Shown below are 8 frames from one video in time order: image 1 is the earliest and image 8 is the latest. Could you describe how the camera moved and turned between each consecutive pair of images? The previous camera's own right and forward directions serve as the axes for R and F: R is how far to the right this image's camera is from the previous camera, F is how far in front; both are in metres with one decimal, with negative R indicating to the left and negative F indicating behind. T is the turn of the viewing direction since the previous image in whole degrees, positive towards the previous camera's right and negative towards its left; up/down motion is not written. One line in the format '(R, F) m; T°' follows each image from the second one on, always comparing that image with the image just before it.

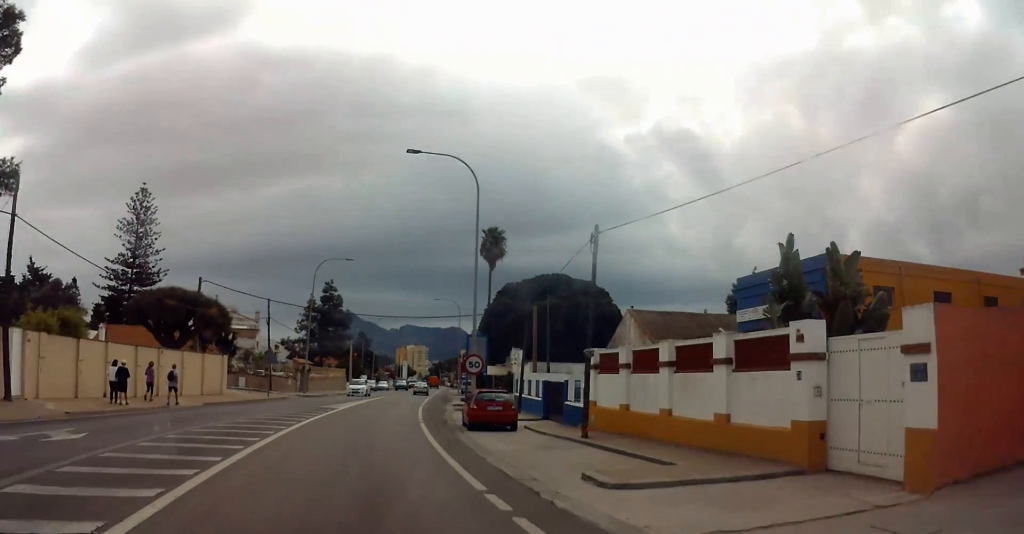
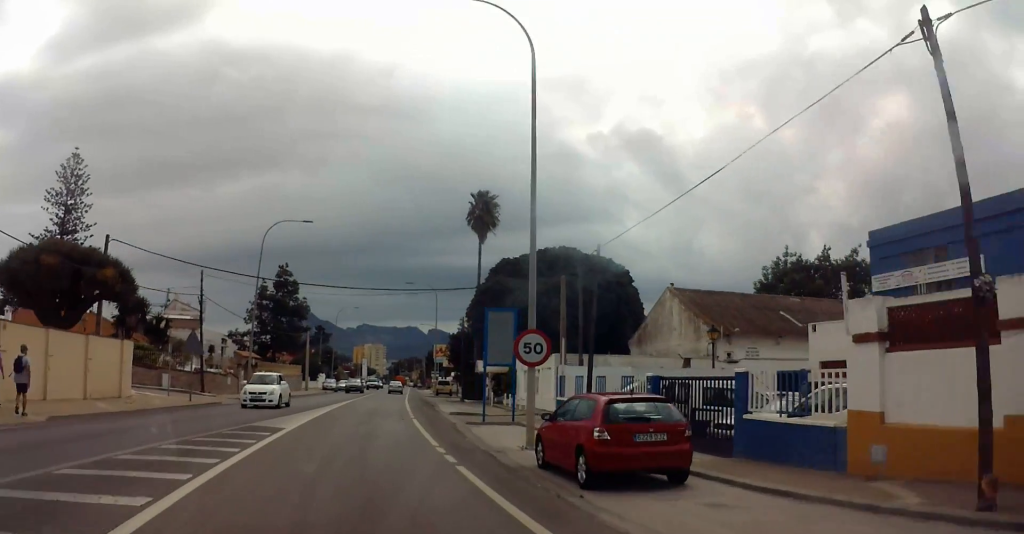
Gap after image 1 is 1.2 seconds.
(+0.5, +13.9) m; +2°
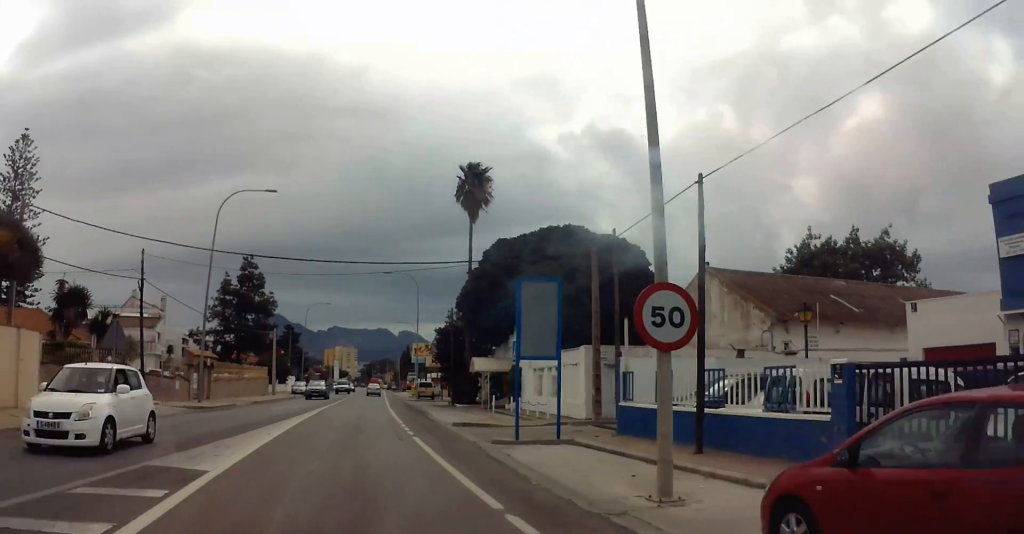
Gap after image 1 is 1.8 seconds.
(0.0, +7.6) m; 0°
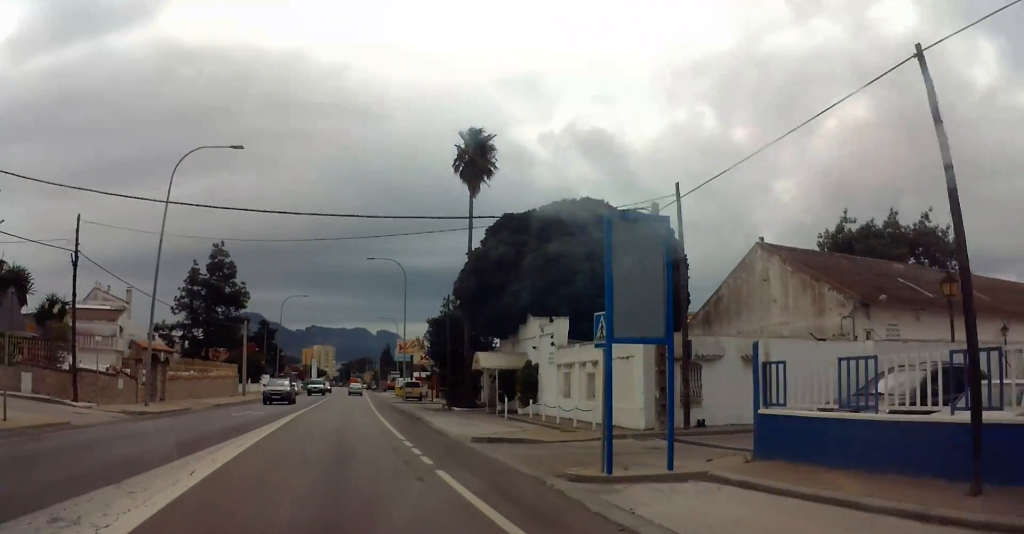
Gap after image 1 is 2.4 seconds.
(+0.1, +7.2) m; -2°
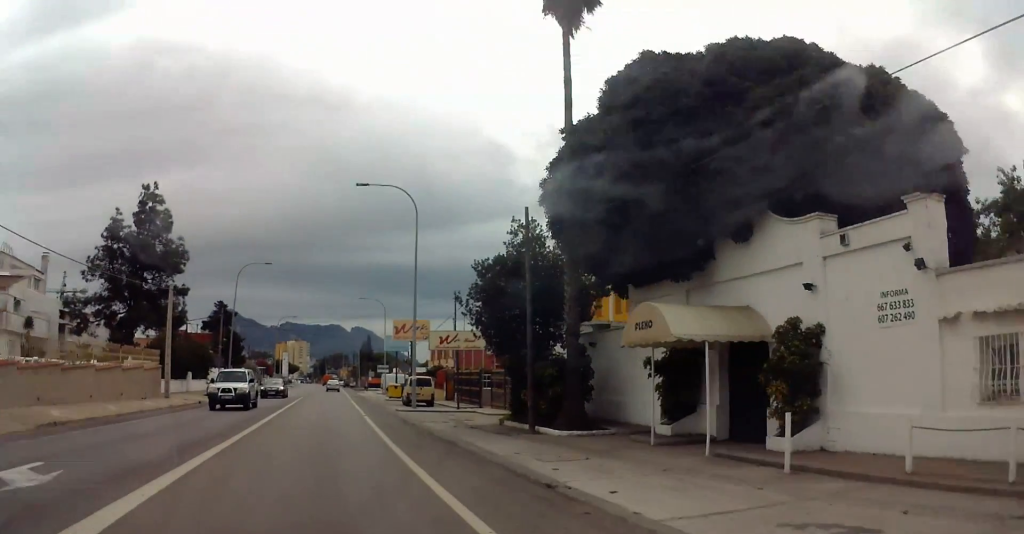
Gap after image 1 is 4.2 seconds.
(+0.2, +21.8) m; +5°
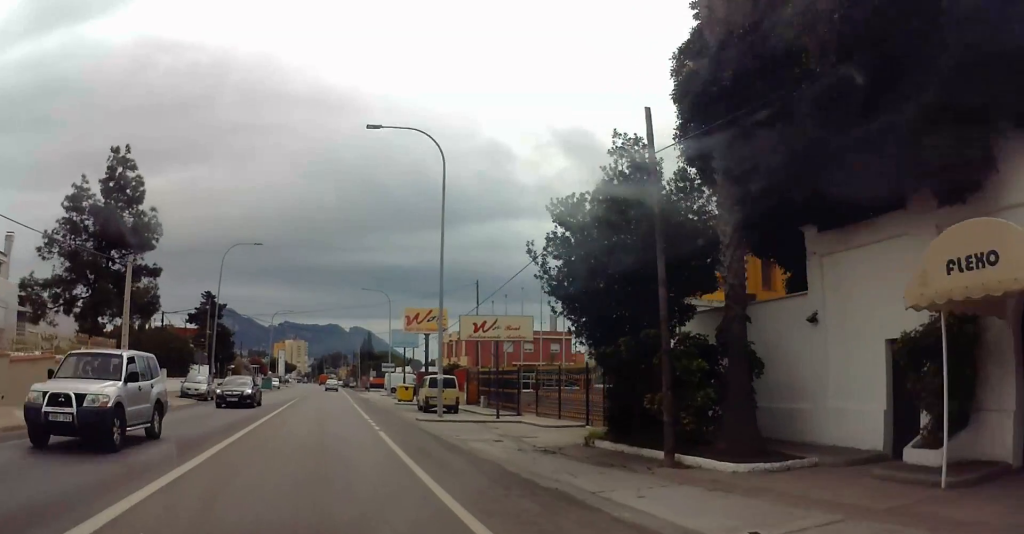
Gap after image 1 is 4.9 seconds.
(+0.6, +8.0) m; +3°
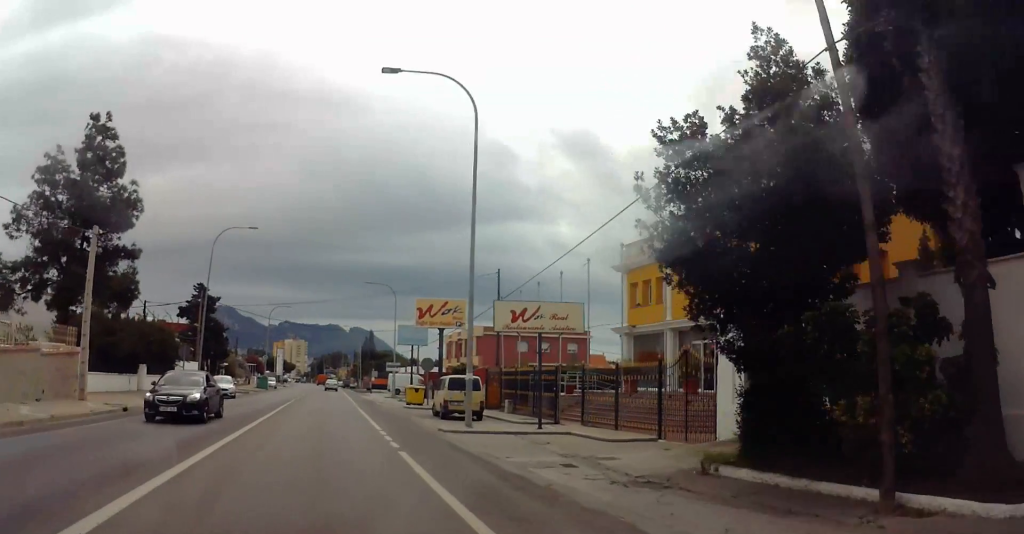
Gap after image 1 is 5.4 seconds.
(-0.1, +5.7) m; 0°
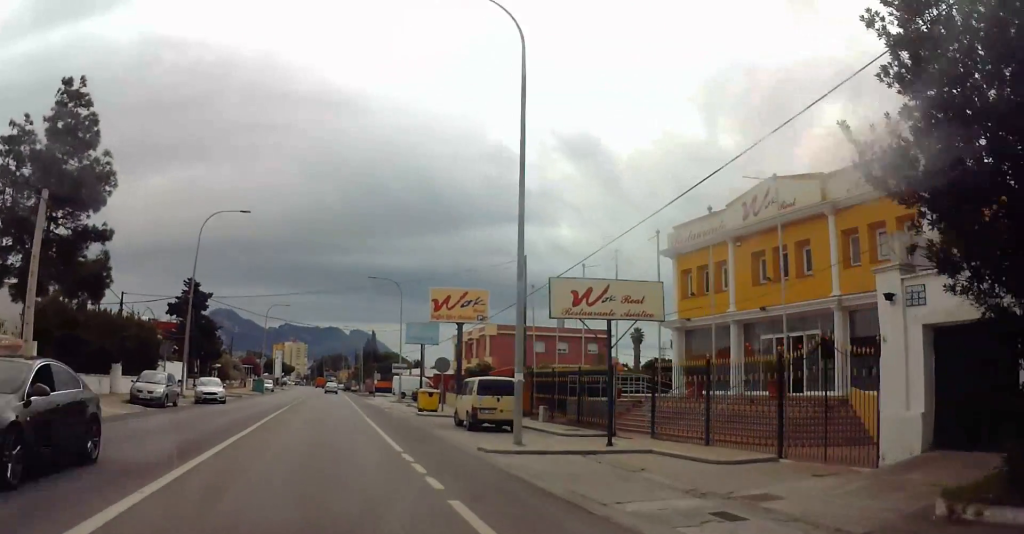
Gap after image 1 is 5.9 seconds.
(0.0, +5.7) m; 0°
